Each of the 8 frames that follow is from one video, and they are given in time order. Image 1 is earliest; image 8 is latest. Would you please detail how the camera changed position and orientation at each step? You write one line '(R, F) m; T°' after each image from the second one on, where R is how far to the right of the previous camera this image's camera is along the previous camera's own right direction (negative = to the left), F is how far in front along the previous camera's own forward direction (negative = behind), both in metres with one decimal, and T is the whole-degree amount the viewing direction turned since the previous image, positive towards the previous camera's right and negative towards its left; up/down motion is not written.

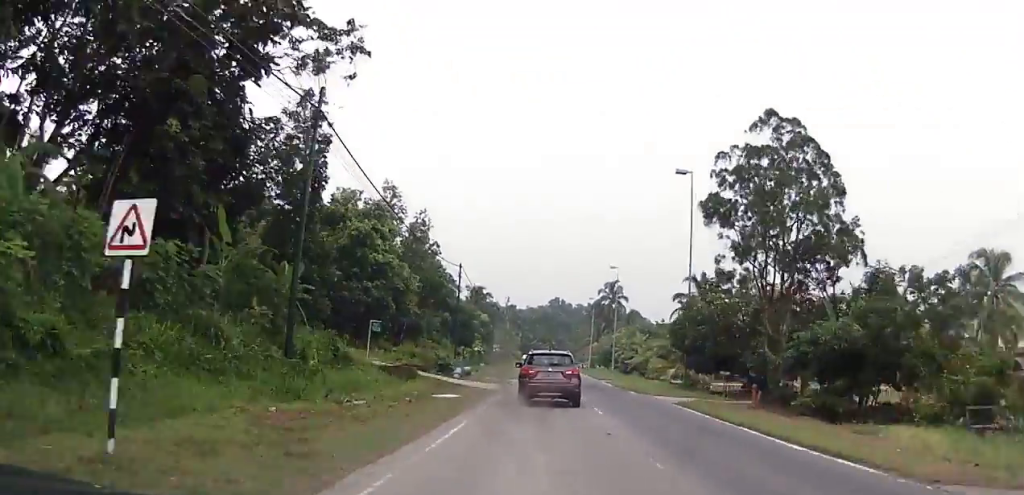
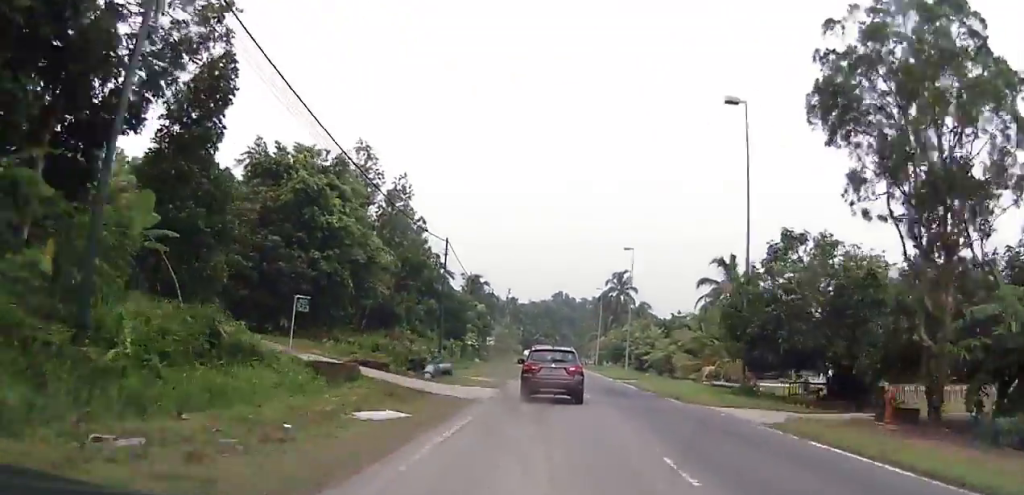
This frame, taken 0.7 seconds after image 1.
(+0.2, +10.4) m; 0°
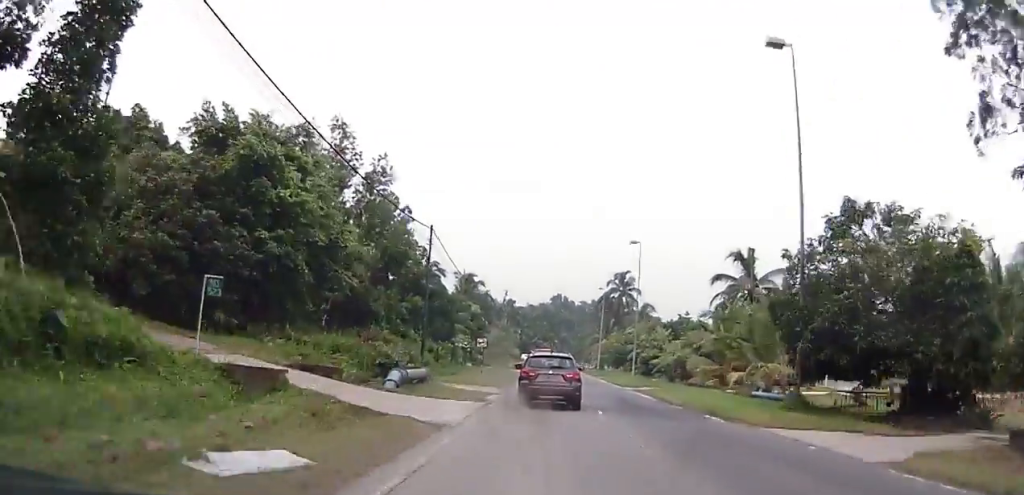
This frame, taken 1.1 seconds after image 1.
(-0.1, +6.3) m; 0°
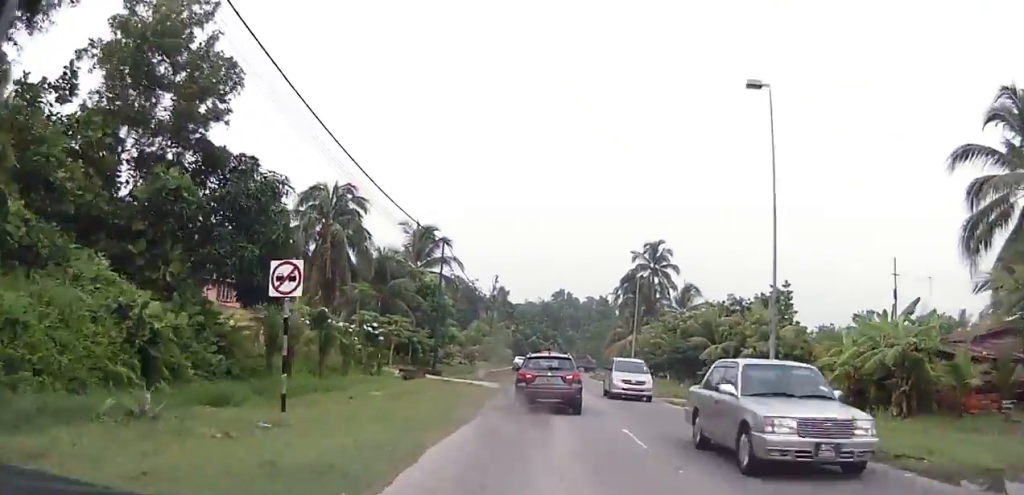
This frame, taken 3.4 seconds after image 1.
(-0.3, +37.5) m; -1°
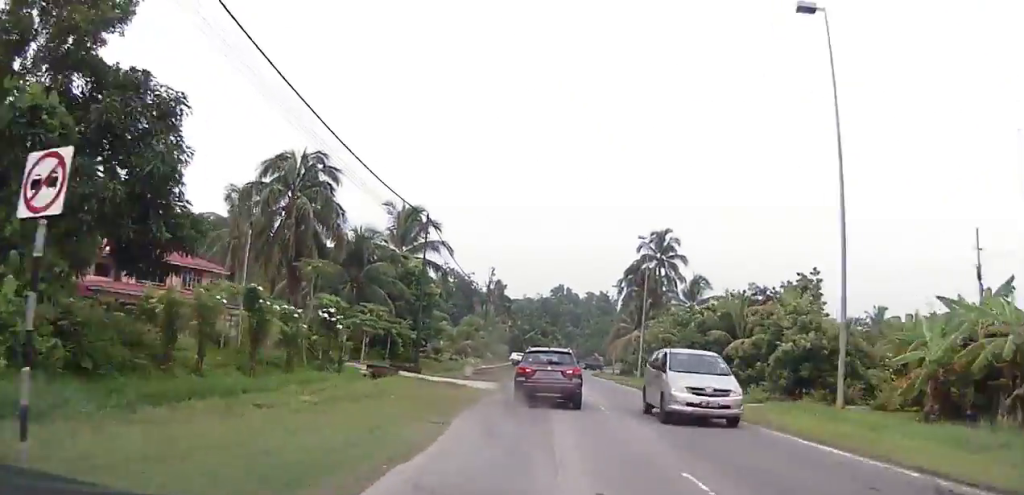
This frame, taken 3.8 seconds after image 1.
(0.0, +6.3) m; 0°
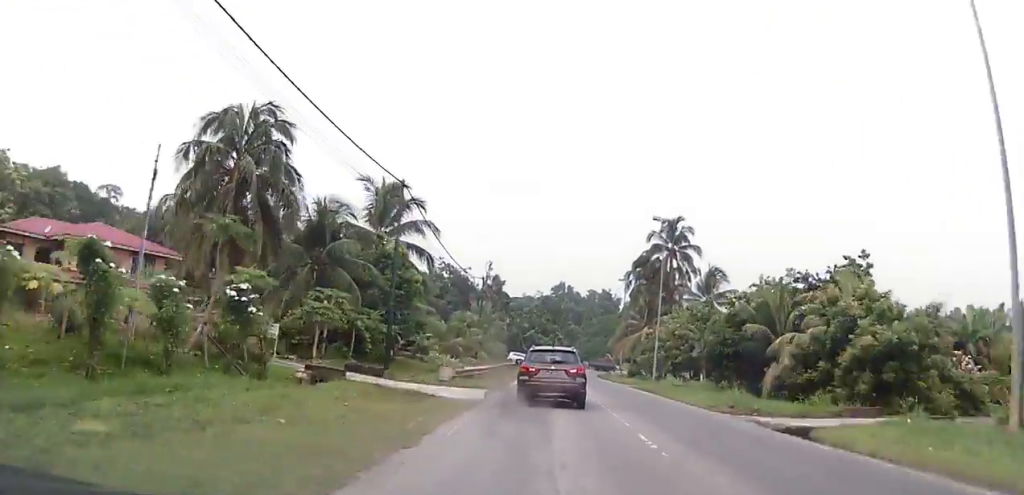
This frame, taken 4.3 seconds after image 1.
(-0.1, +7.9) m; 0°
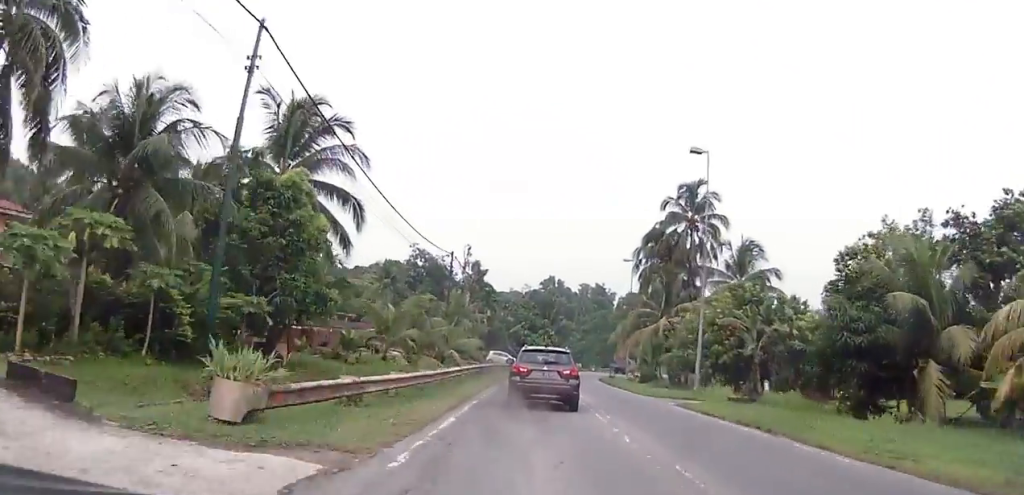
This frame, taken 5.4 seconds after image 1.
(+0.1, +17.2) m; +2°
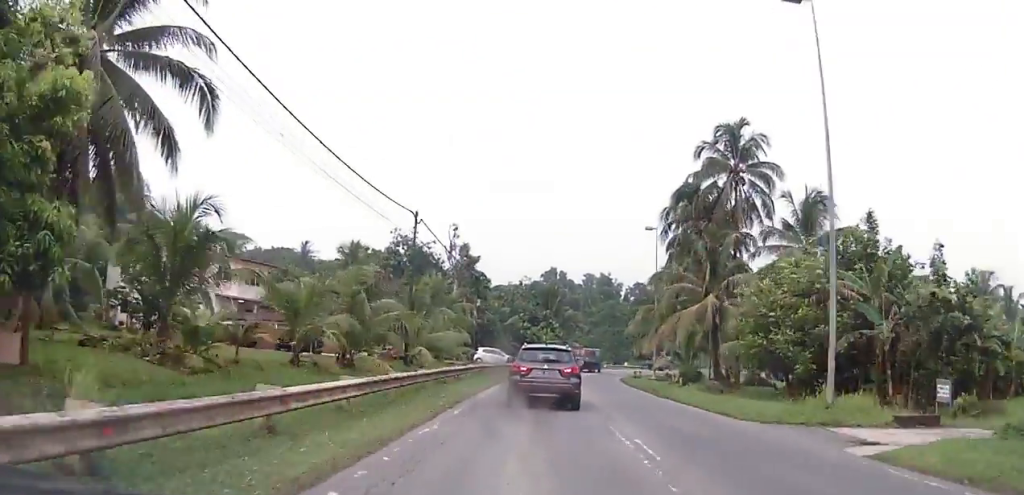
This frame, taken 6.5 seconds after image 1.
(+0.5, +15.8) m; +1°
